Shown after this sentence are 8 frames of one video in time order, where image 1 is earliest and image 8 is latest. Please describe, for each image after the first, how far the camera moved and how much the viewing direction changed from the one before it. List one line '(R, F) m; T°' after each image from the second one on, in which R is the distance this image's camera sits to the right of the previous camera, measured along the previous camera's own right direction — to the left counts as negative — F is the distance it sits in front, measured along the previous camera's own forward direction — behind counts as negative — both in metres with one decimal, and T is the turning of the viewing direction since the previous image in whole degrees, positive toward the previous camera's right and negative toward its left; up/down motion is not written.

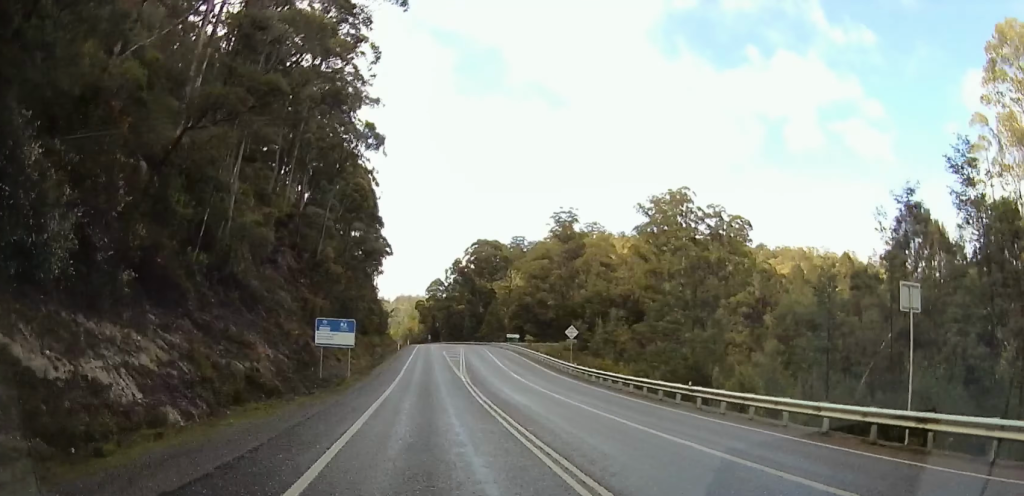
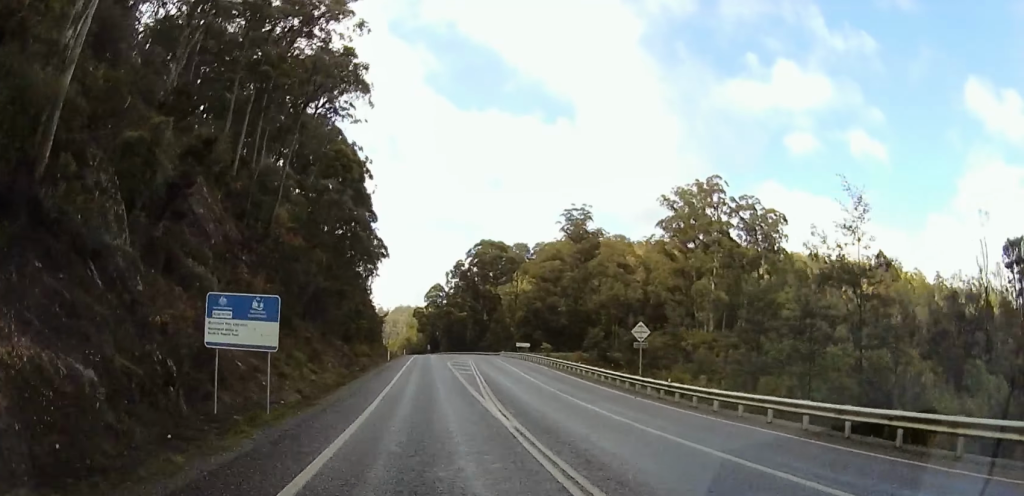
(0.0, +17.0) m; +1°
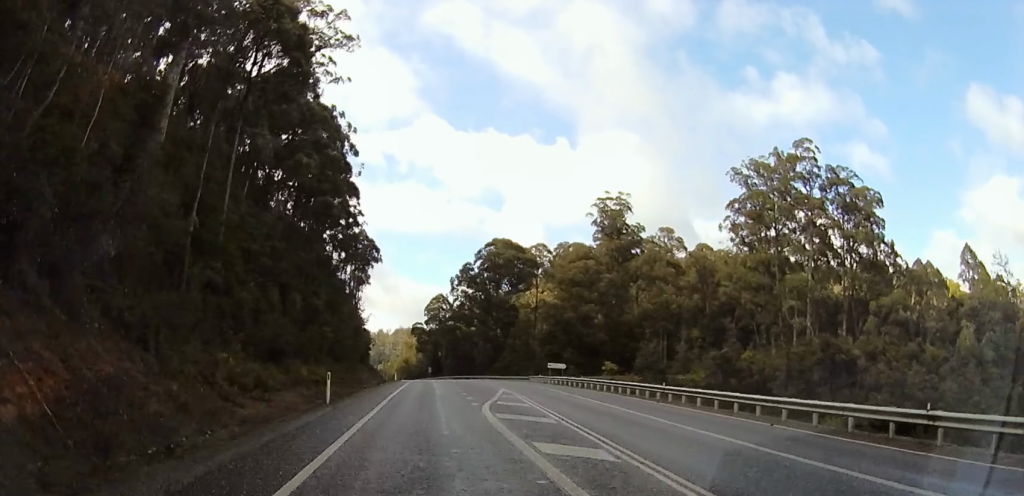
(-0.1, +33.6) m; -3°
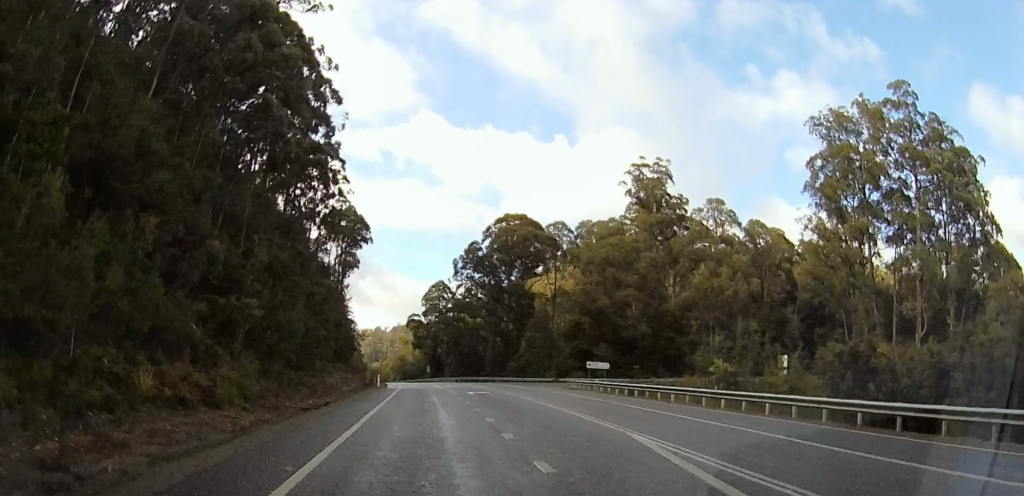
(-1.0, +24.9) m; -2°
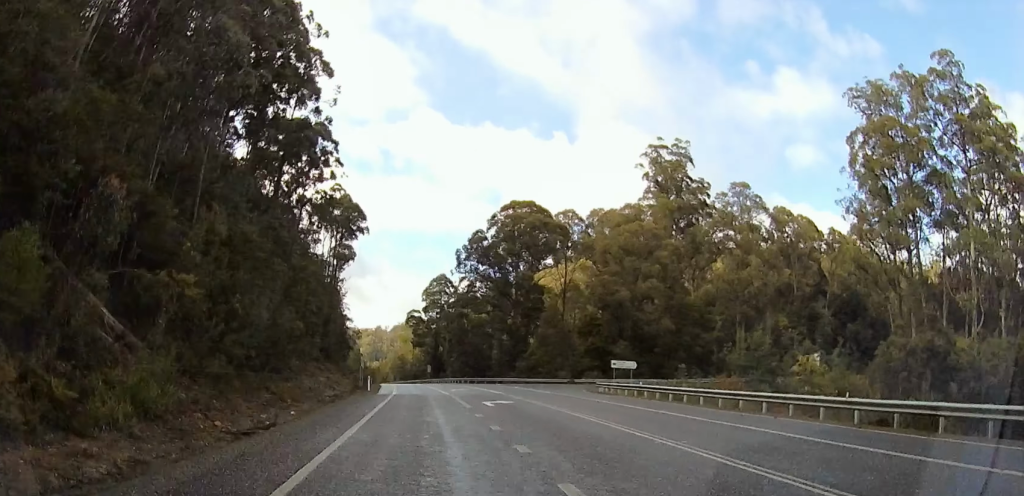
(+0.1, +9.7) m; 0°
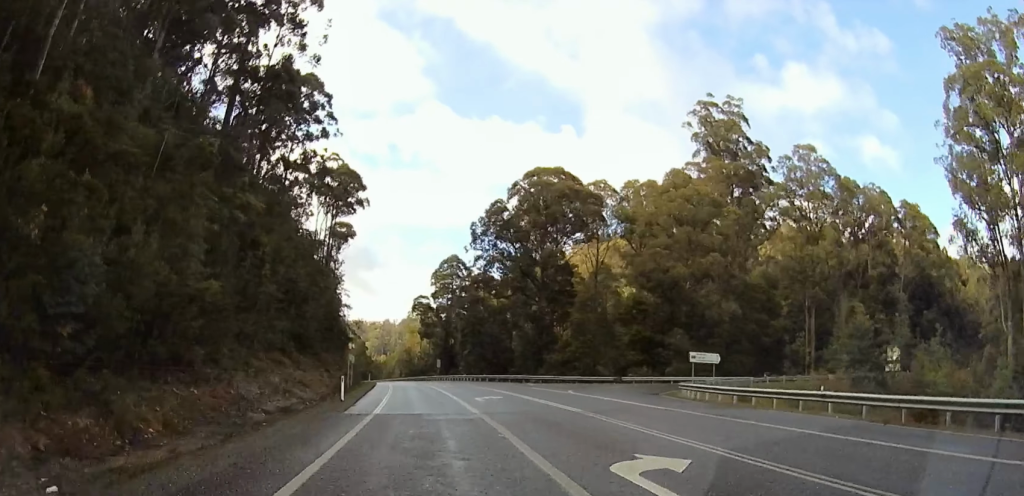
(0.0, +17.9) m; 0°
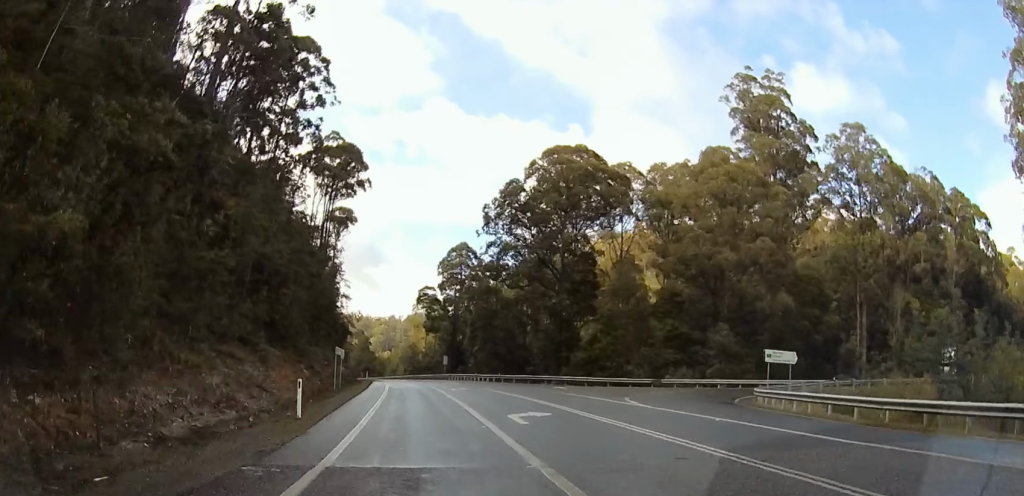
(0.0, +10.5) m; 0°
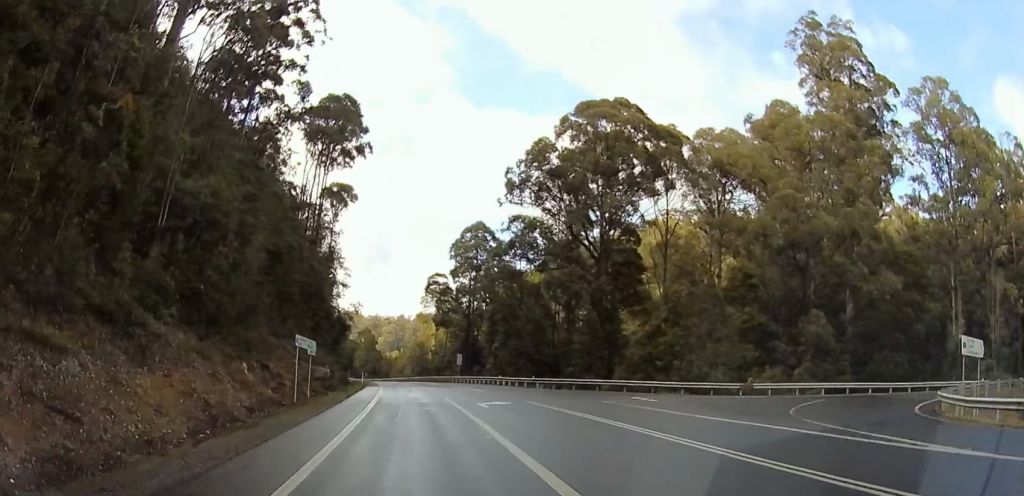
(0.0, +15.8) m; 0°
